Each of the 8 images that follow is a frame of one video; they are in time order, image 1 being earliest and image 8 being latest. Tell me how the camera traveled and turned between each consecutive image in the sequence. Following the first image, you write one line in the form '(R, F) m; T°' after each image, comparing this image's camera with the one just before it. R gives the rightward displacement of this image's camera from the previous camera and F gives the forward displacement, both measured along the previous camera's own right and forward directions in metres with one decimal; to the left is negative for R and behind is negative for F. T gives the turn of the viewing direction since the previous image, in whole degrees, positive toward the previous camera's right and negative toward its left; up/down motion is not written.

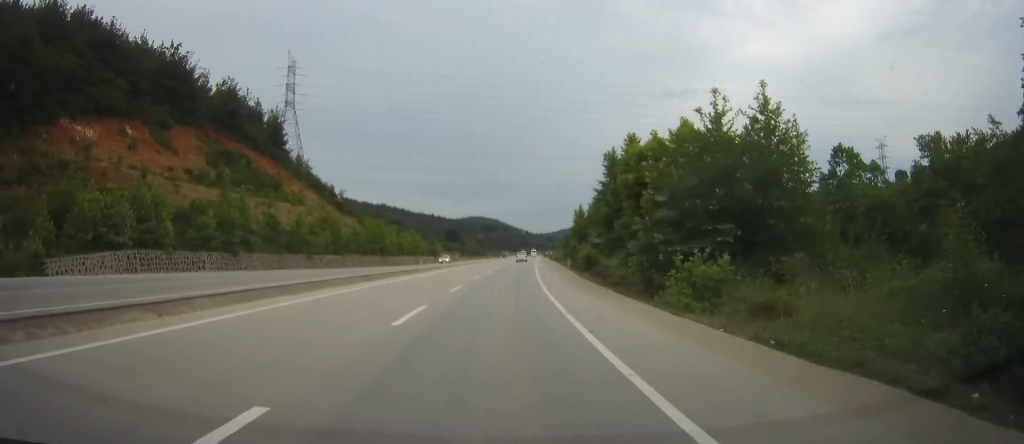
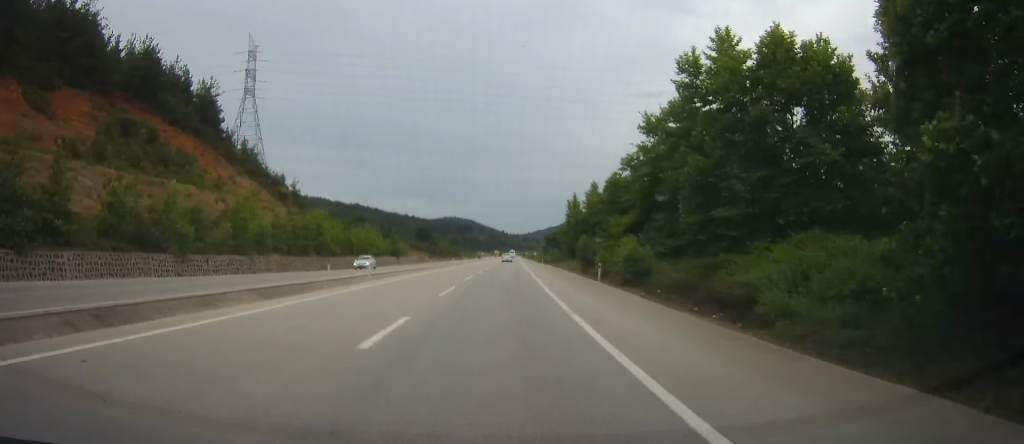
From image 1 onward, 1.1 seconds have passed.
(+0.5, +27.2) m; +2°
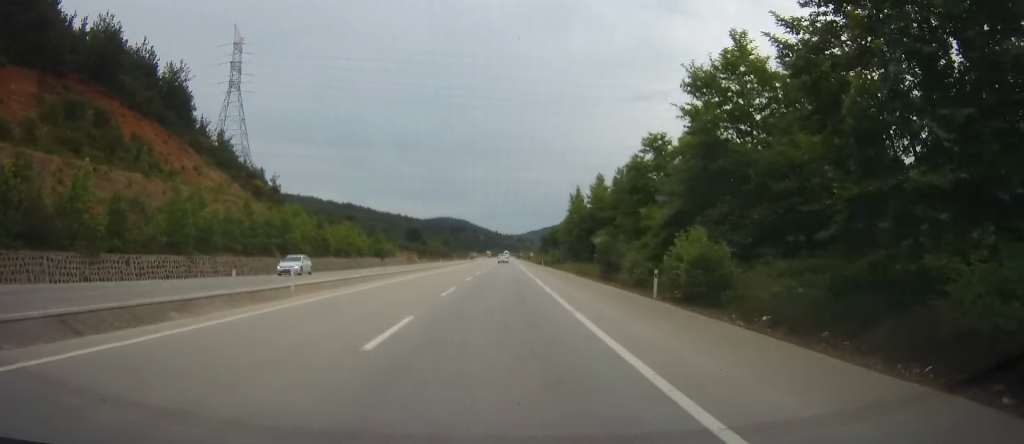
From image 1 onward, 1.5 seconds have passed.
(+0.1, +11.4) m; +1°
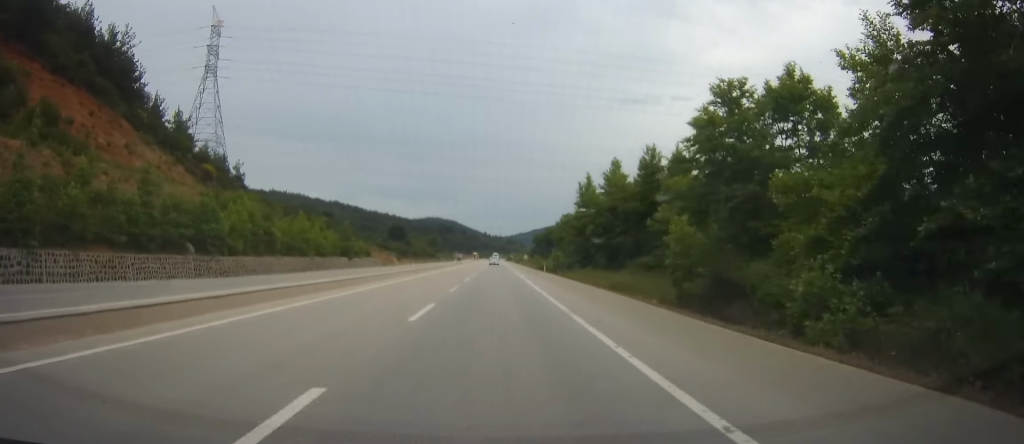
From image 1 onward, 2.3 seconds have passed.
(+0.1, +19.2) m; +2°
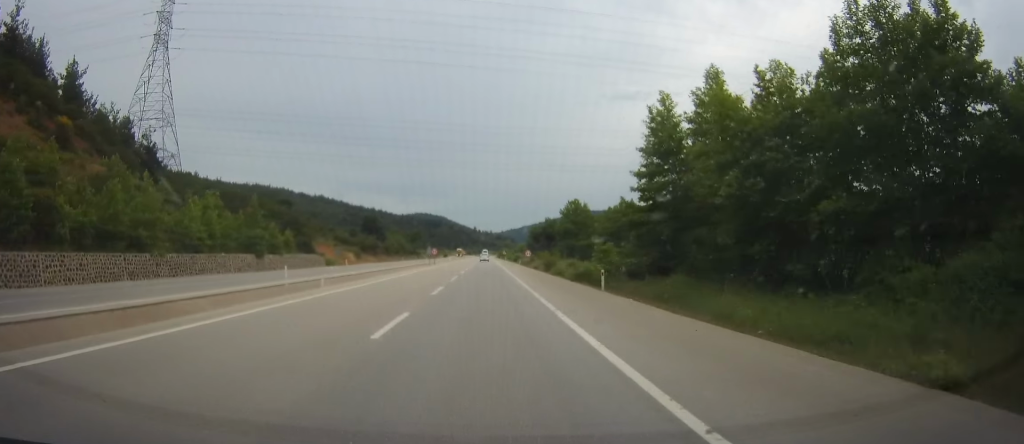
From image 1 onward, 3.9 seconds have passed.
(+1.4, +40.5) m; +3°
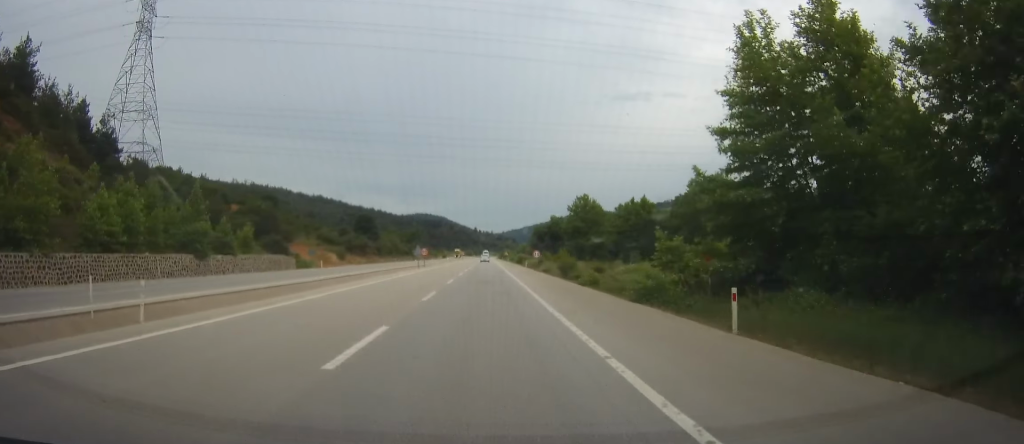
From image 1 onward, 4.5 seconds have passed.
(+0.1, +14.7) m; 0°
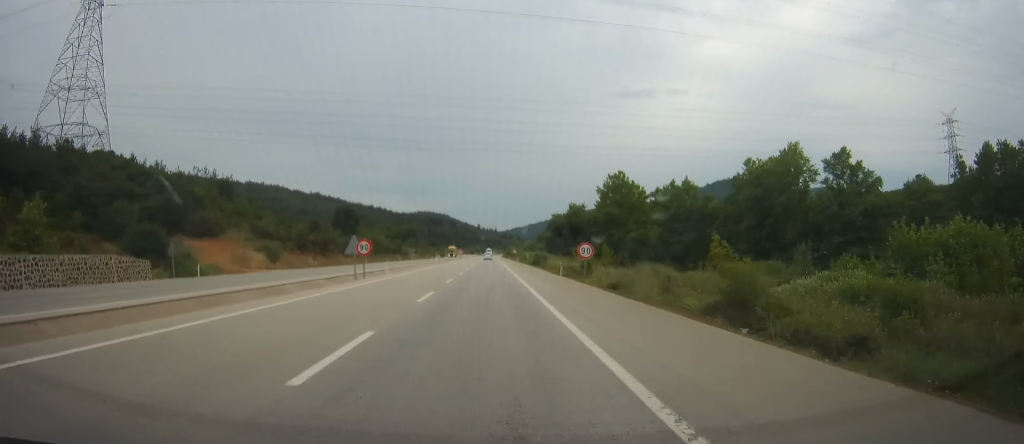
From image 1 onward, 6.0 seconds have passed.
(0.0, +38.1) m; 0°
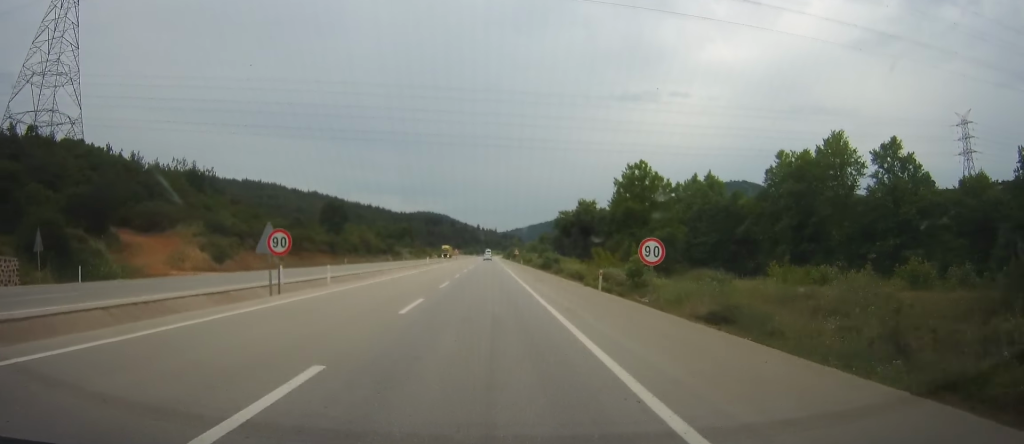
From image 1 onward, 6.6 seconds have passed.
(0.0, +15.7) m; 0°
